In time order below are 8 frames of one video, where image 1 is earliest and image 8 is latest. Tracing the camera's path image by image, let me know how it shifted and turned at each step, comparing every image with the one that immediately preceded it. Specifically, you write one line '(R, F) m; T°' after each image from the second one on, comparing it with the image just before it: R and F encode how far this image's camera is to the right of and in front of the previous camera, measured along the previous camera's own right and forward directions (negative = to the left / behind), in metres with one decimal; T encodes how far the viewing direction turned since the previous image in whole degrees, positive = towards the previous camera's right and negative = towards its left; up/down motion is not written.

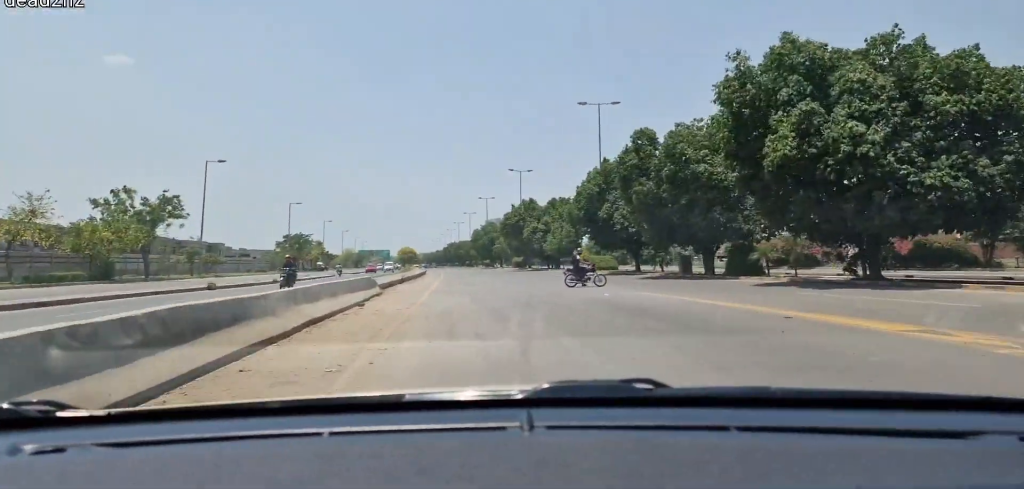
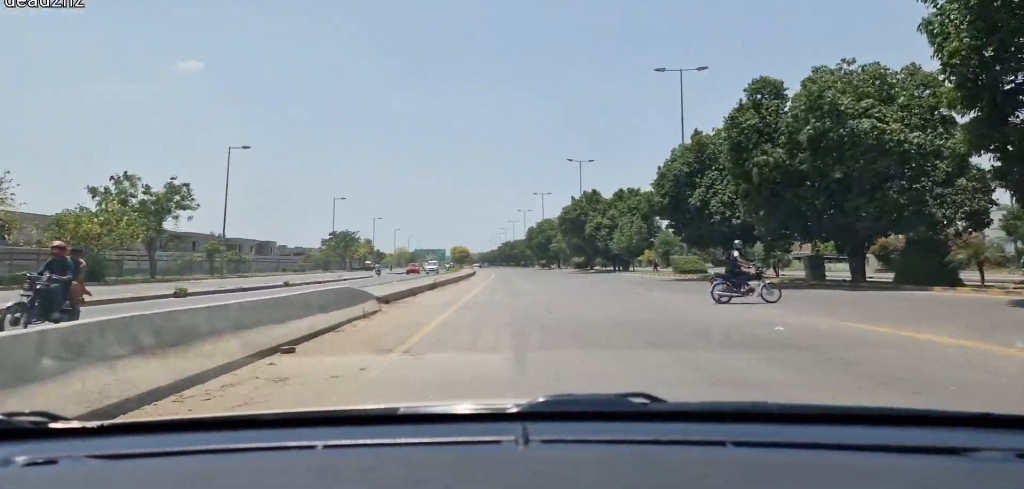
(-0.4, +10.4) m; -3°
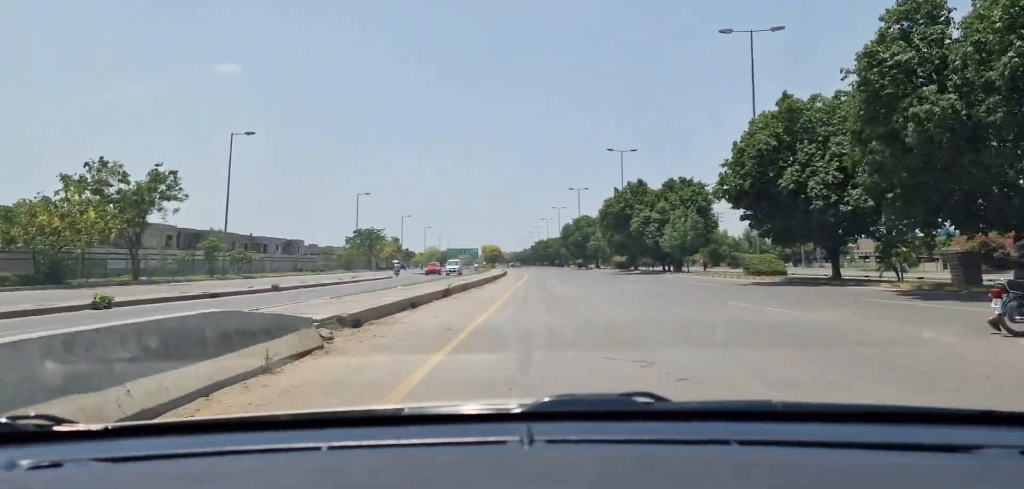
(-0.1, +7.8) m; -2°
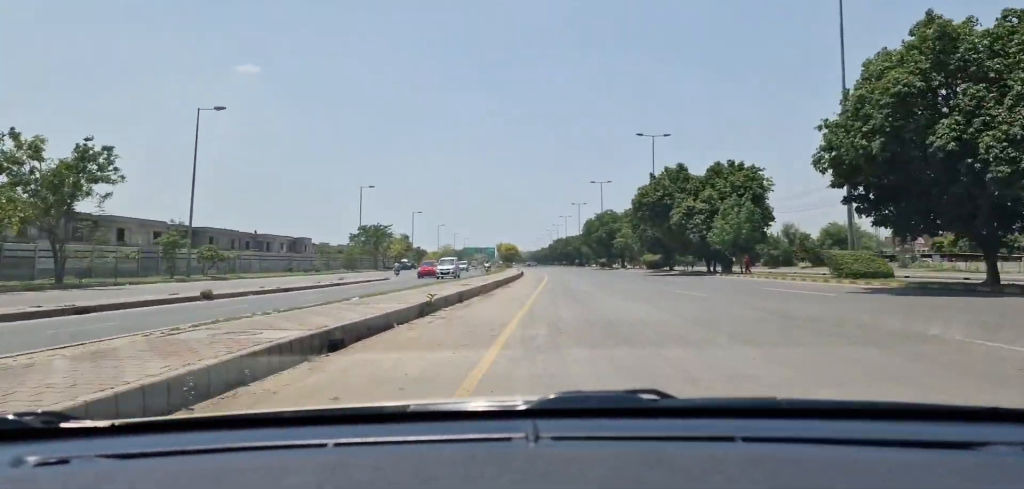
(-0.2, +9.5) m; 0°
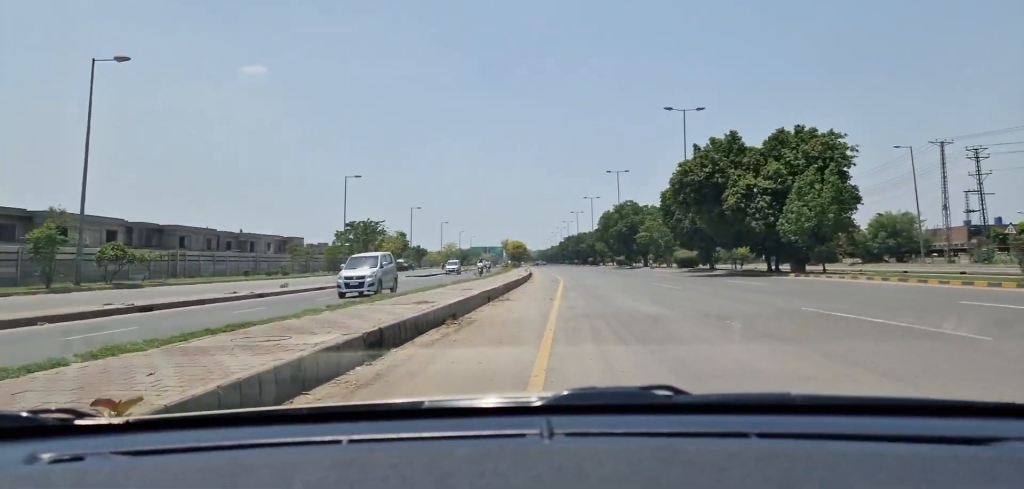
(0.0, +11.8) m; 0°
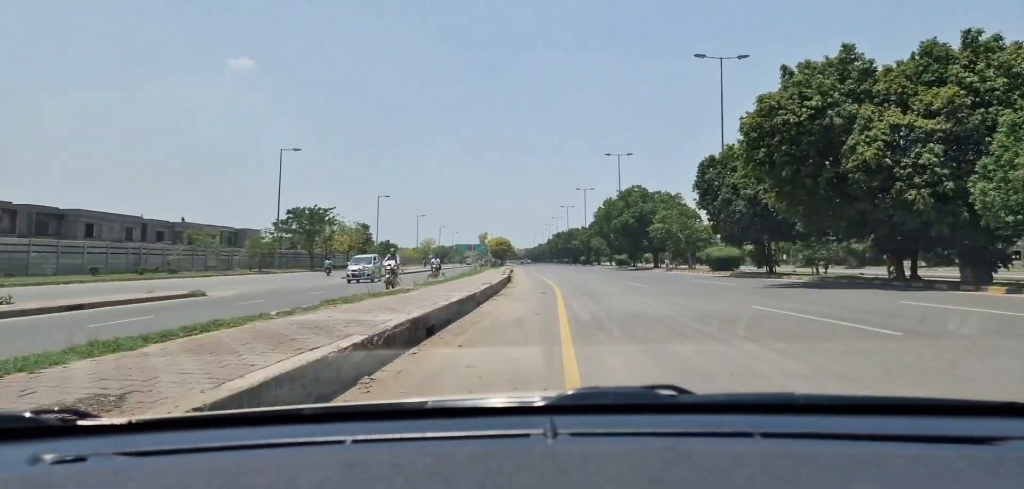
(+0.1, +16.9) m; +1°
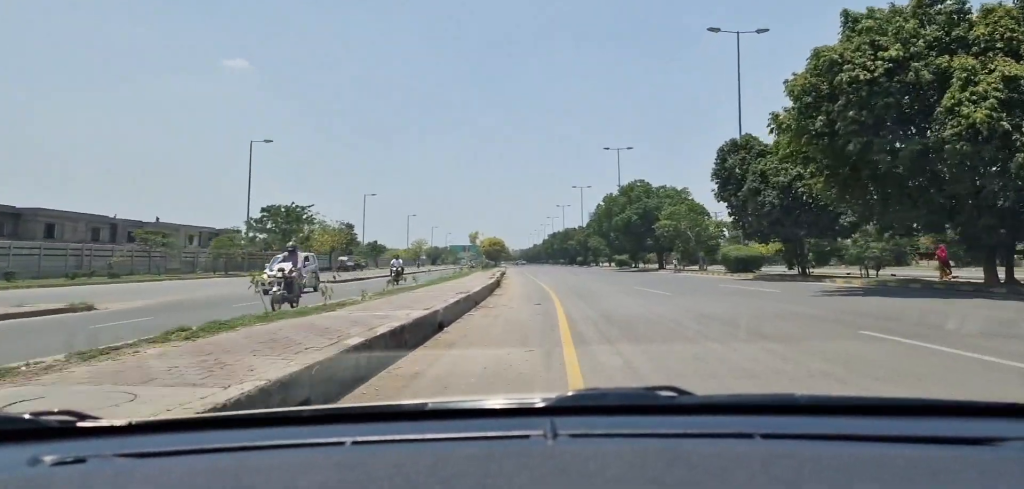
(0.0, +5.7) m; 0°
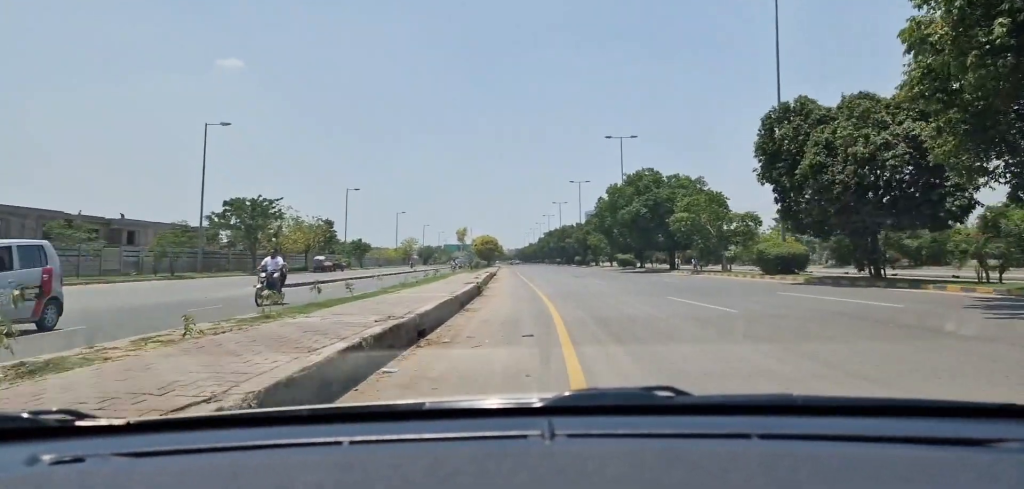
(+0.1, +7.5) m; 0°
